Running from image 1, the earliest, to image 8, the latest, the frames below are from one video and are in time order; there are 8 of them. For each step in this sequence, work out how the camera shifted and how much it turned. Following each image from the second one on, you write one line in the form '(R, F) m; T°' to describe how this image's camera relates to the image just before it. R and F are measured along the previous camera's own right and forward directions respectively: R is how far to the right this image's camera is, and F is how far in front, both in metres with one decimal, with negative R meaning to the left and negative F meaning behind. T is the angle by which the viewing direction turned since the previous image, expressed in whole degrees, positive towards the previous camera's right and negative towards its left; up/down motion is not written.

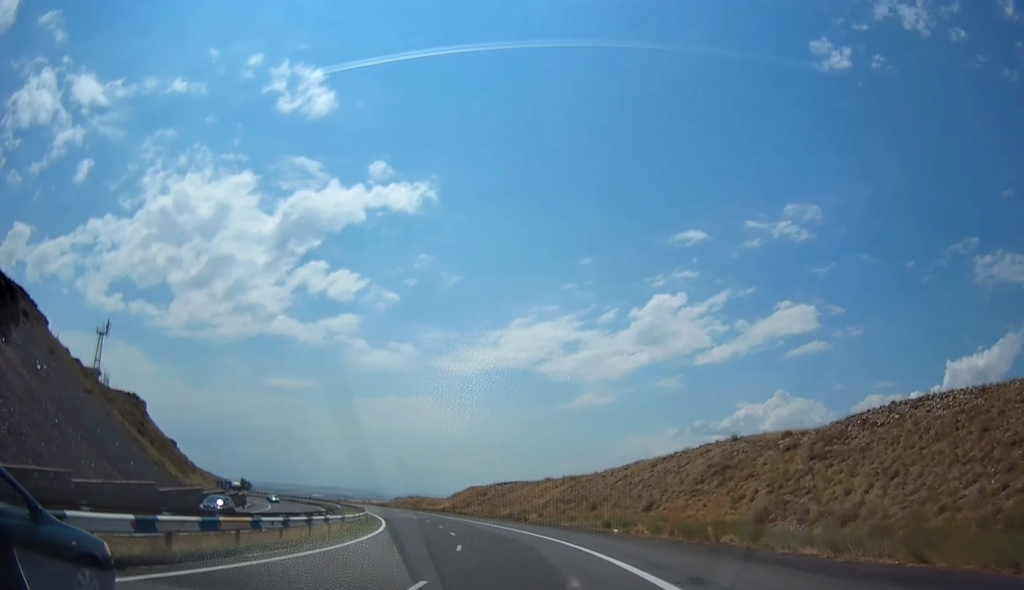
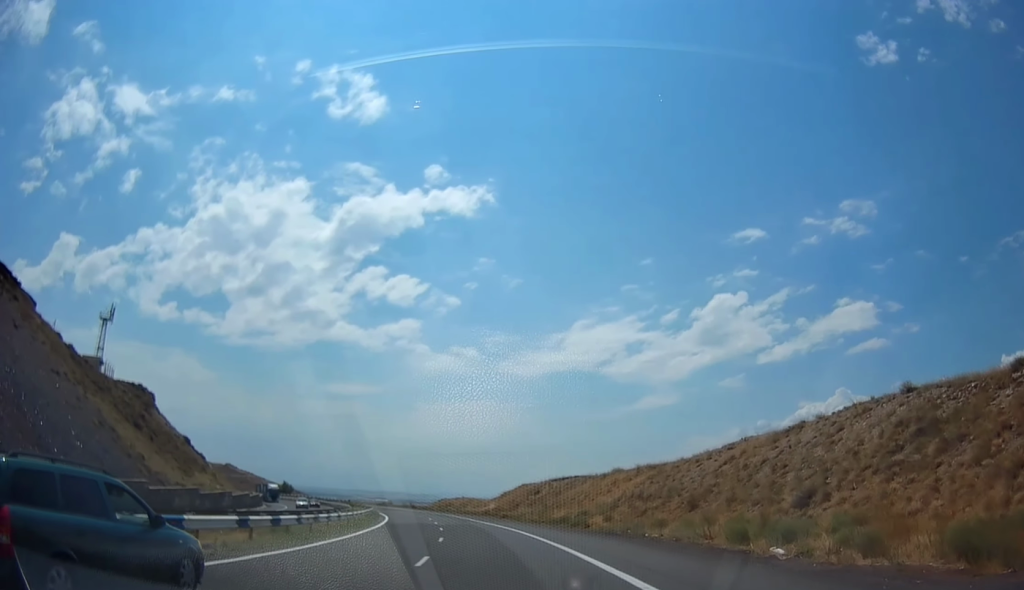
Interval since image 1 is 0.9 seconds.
(-0.9, +18.5) m; -3°
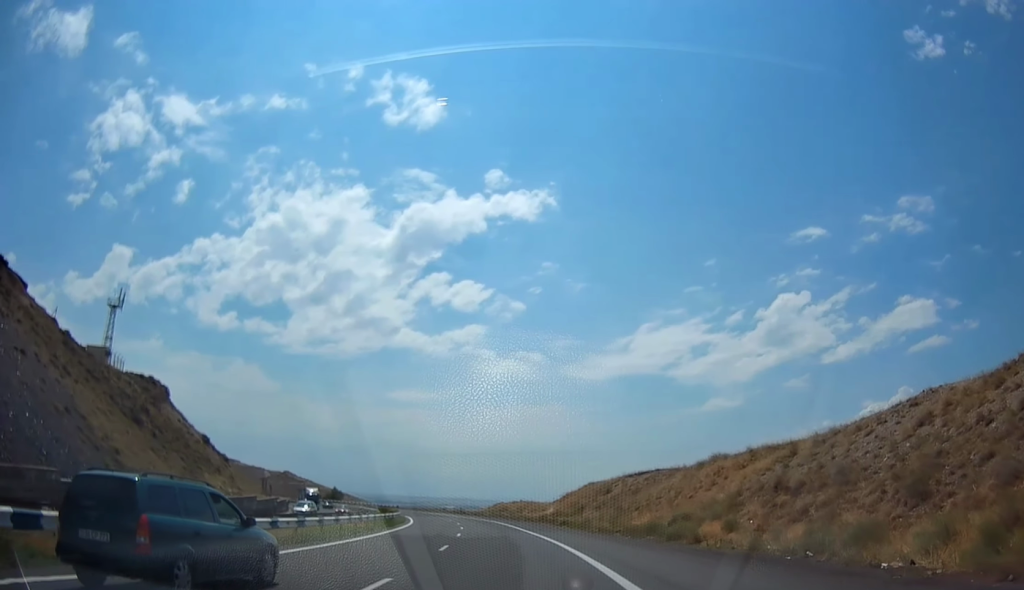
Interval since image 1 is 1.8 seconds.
(0.0, +16.3) m; -3°
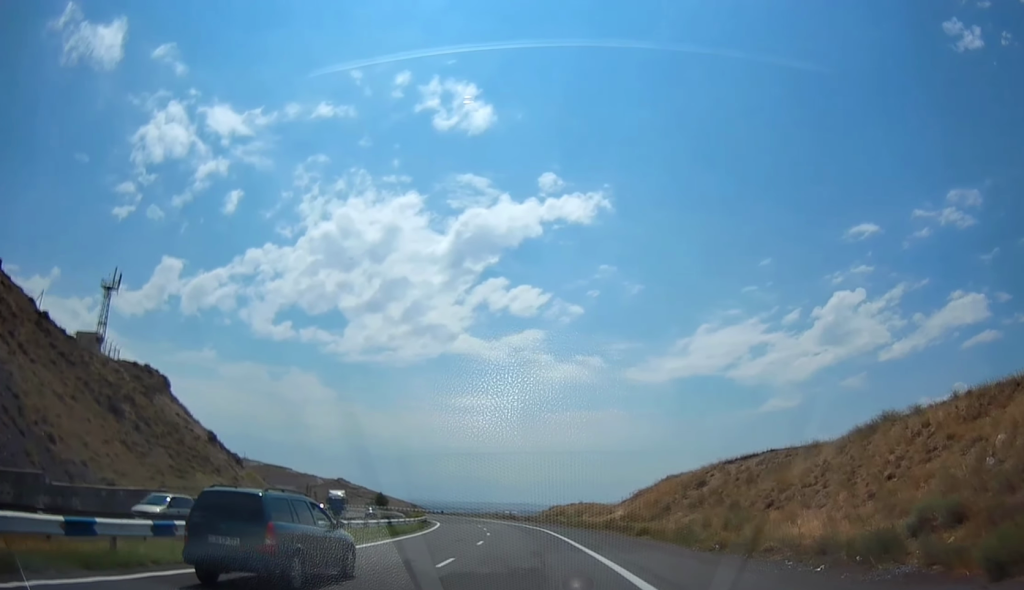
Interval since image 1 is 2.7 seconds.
(-0.8, +17.2) m; -5°
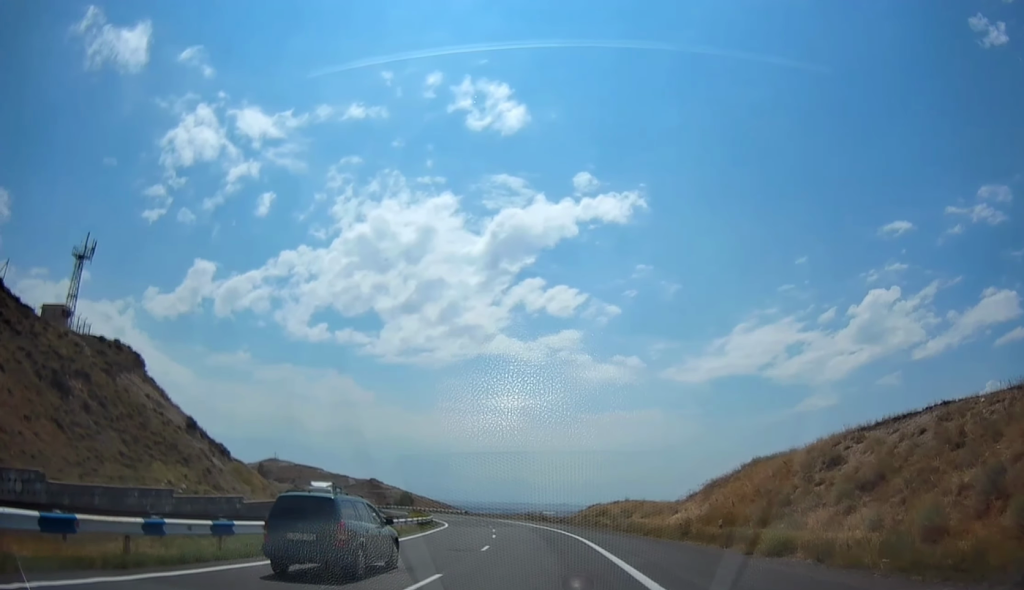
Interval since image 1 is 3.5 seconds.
(-0.9, +16.2) m; -4°
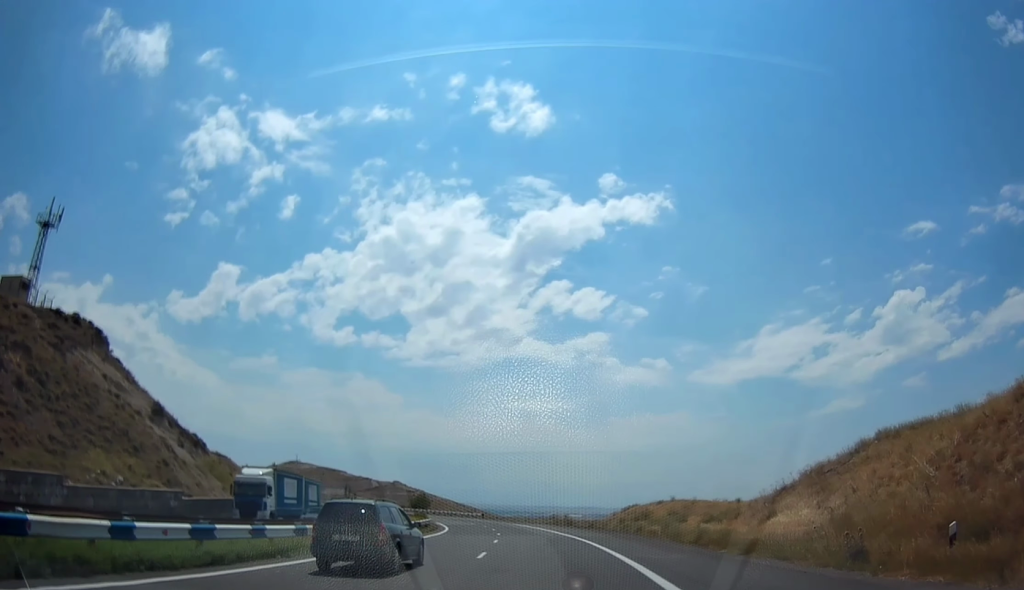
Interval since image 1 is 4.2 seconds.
(-0.3, +13.9) m; -3°
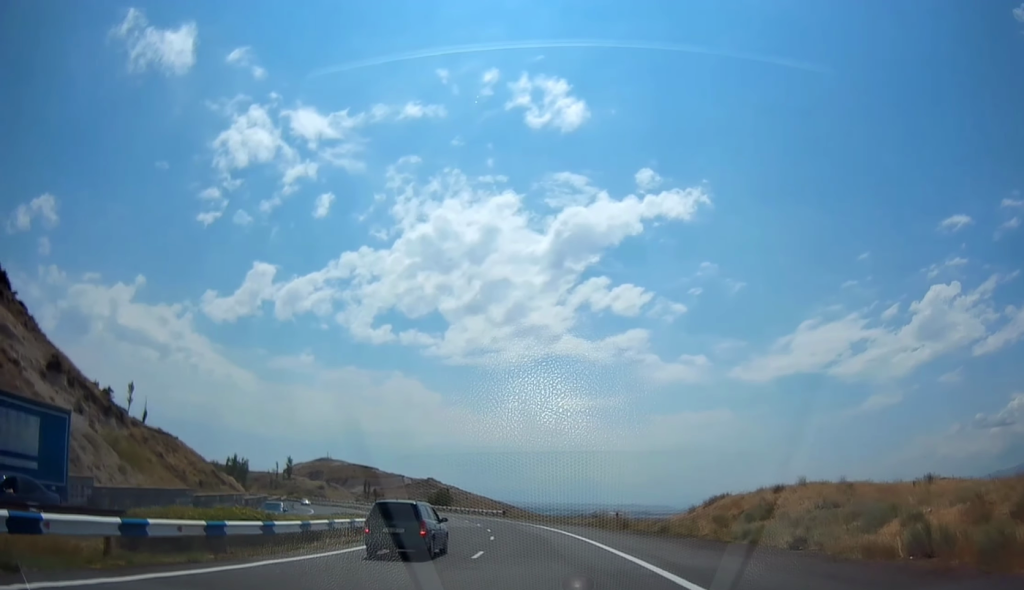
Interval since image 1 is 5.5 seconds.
(-1.4, +24.0) m; -7°
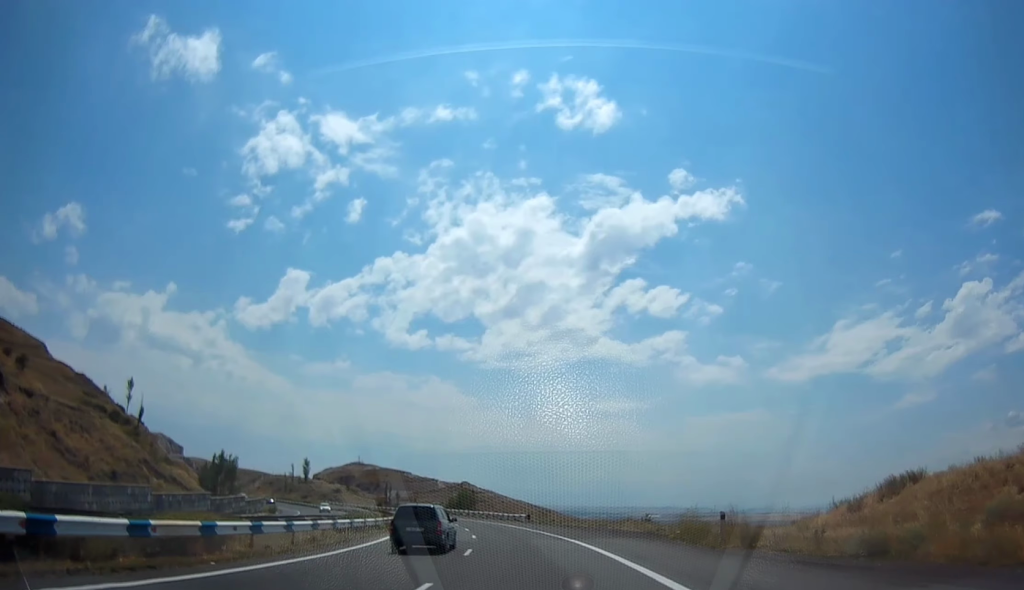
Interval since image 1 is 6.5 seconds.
(-0.9, +20.8) m; -4°
